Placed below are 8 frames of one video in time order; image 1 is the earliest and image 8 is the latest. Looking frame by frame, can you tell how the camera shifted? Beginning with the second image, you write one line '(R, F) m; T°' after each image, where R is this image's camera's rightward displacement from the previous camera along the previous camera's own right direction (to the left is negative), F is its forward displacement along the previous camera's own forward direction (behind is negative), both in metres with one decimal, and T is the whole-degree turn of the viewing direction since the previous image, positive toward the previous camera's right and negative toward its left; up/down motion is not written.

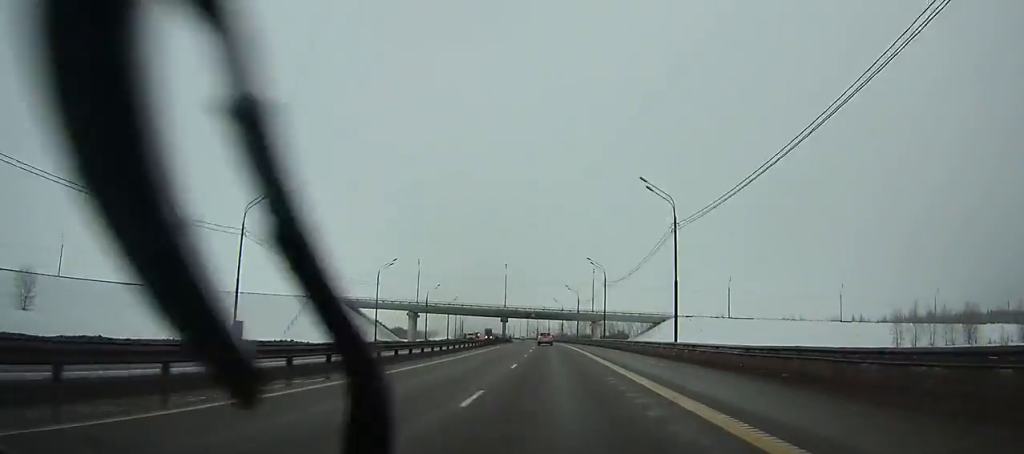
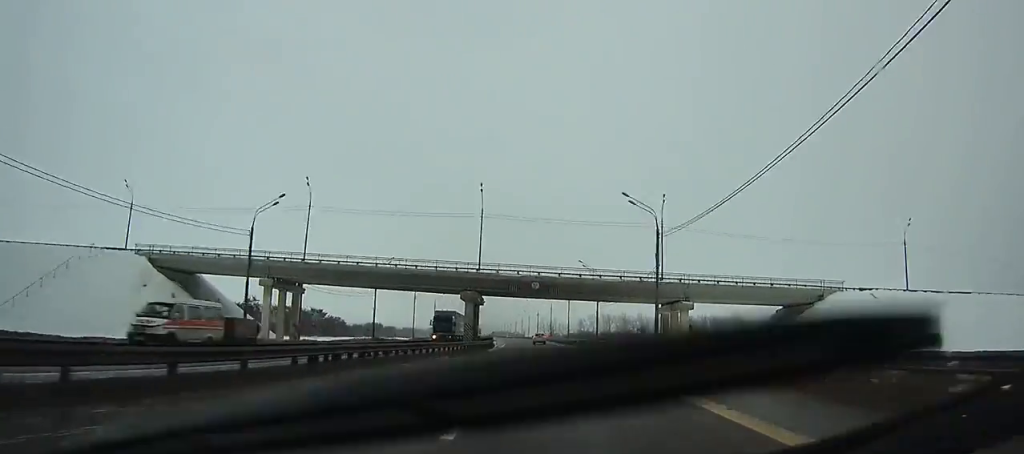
(-1.7, +74.8) m; -3°
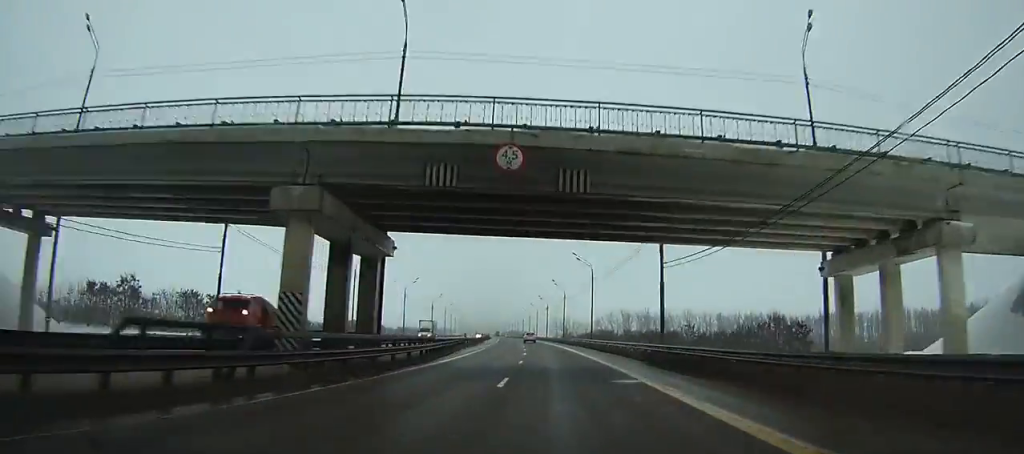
(+0.3, +40.1) m; -2°
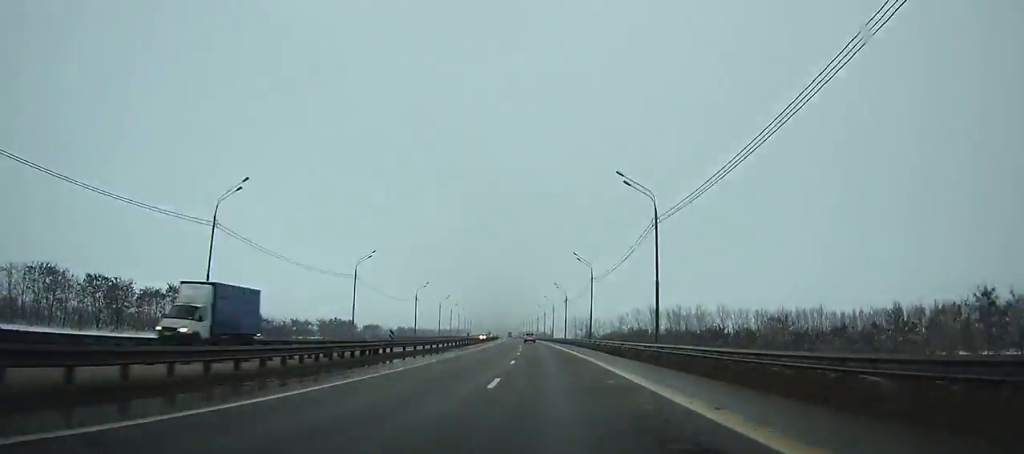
(-1.3, +35.4) m; -2°
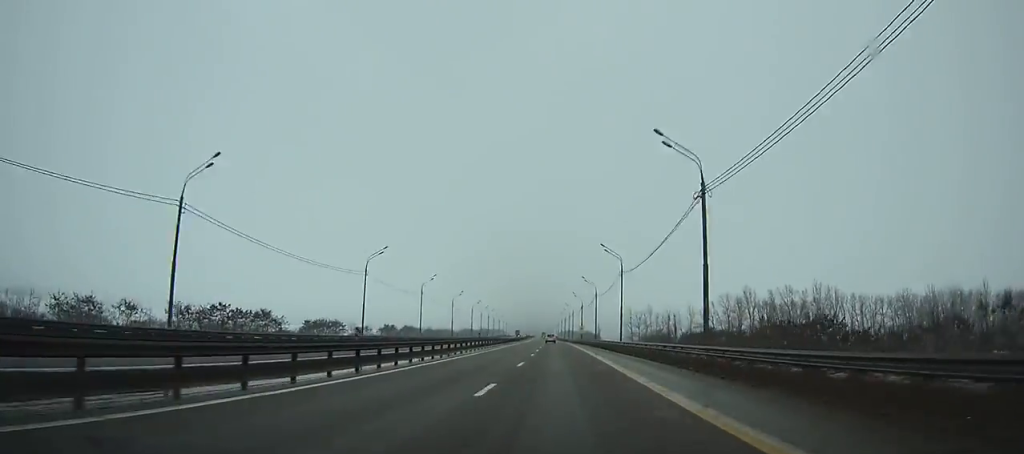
(-2.6, +84.0) m; -3°
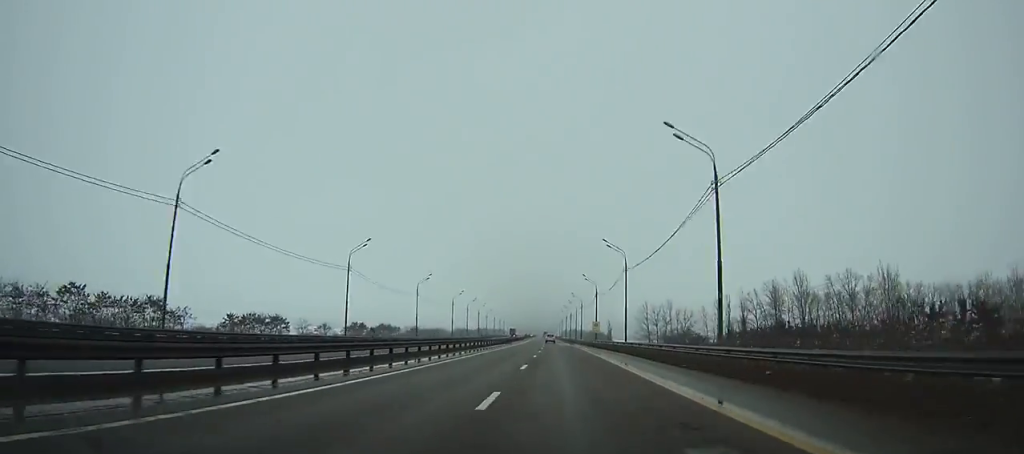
(-0.2, +35.9) m; -1°
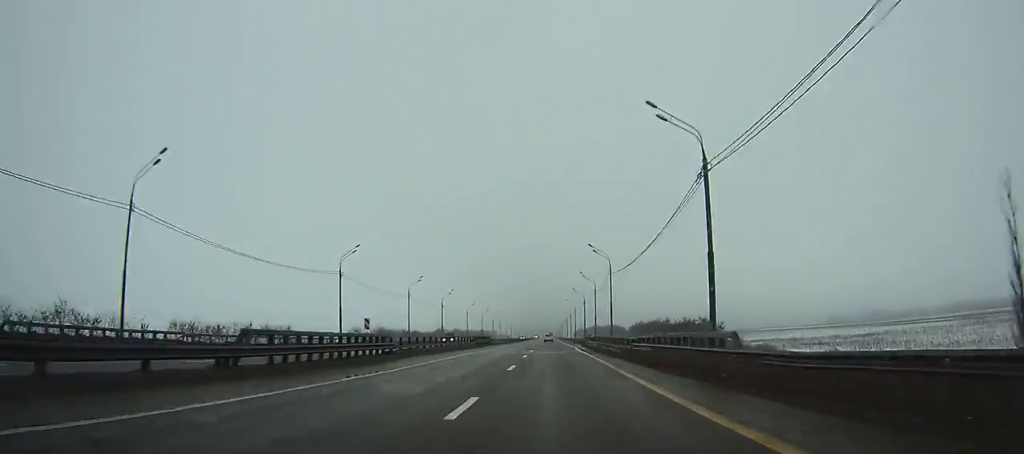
(-2.1, +188.7) m; -1°
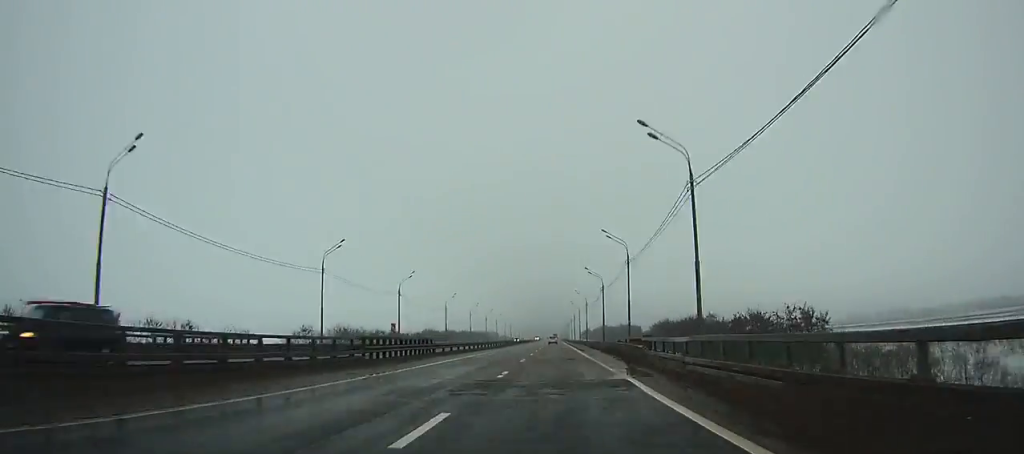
(-0.1, +36.2) m; 0°
